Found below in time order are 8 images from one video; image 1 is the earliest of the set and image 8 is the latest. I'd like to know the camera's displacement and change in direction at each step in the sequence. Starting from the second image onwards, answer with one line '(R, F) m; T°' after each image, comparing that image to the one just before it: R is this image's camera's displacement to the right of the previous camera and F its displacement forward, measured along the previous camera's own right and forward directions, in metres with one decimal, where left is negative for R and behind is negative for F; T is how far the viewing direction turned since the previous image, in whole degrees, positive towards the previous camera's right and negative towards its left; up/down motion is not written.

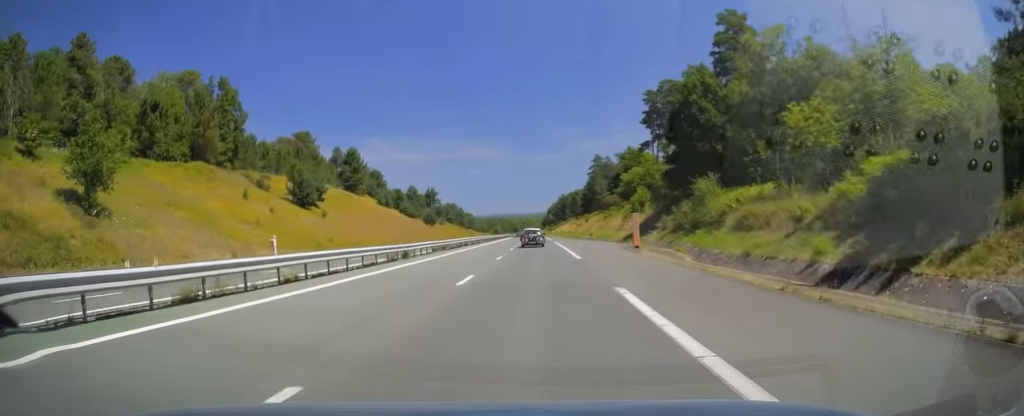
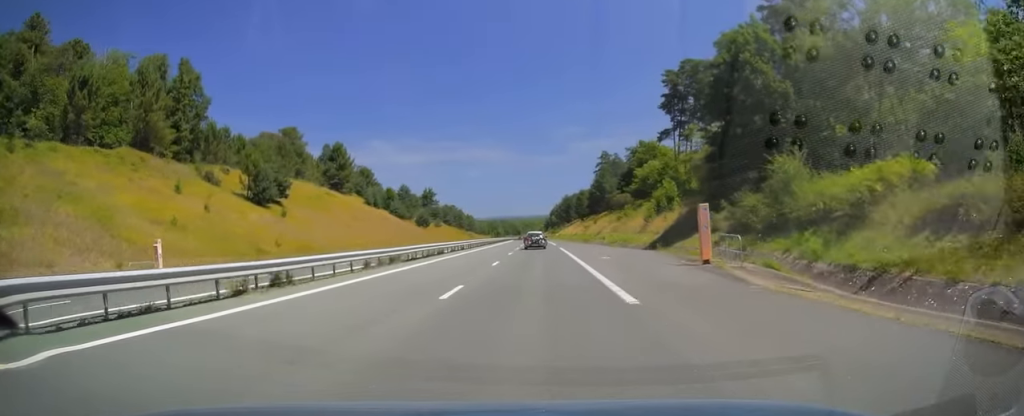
(+0.2, +15.5) m; 0°
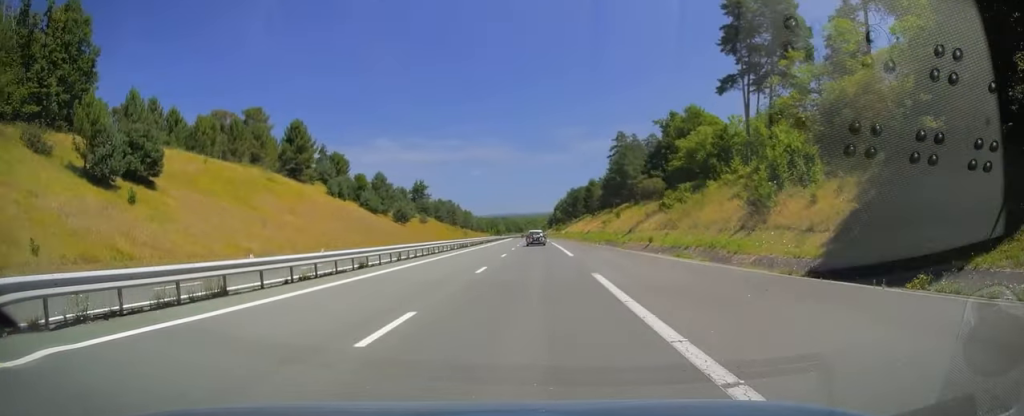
(-0.4, +31.6) m; -1°
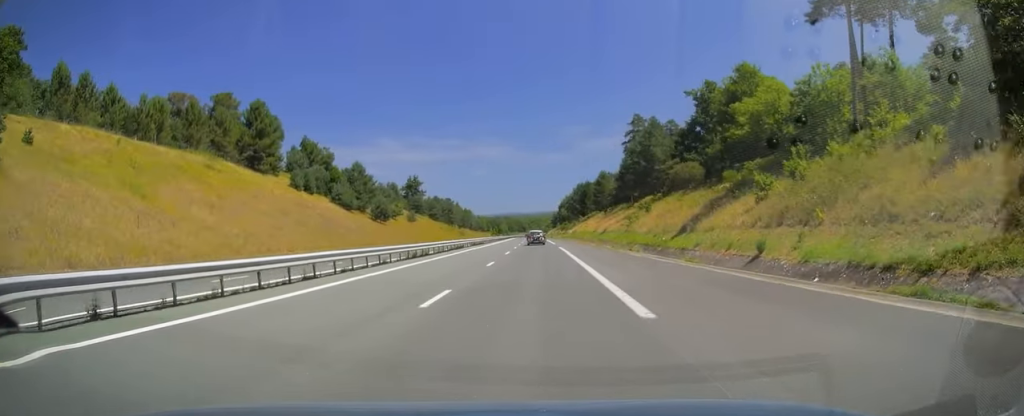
(0.0, +22.2) m; 0°
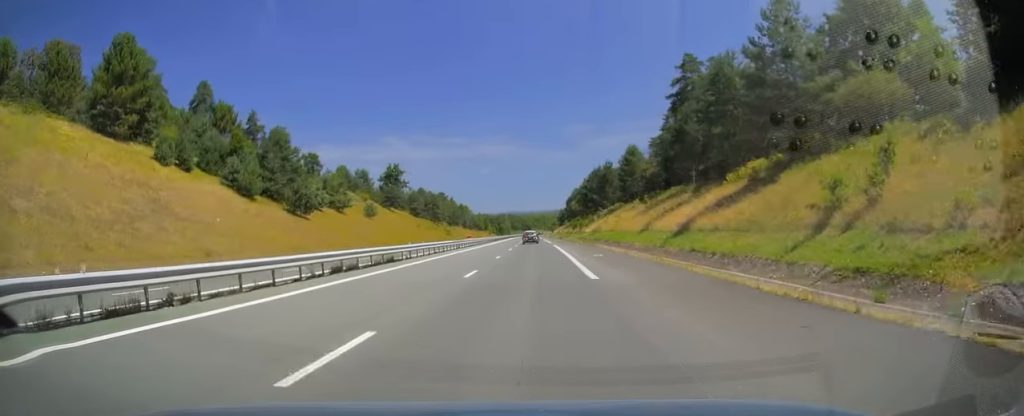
(0.0, +44.9) m; 0°
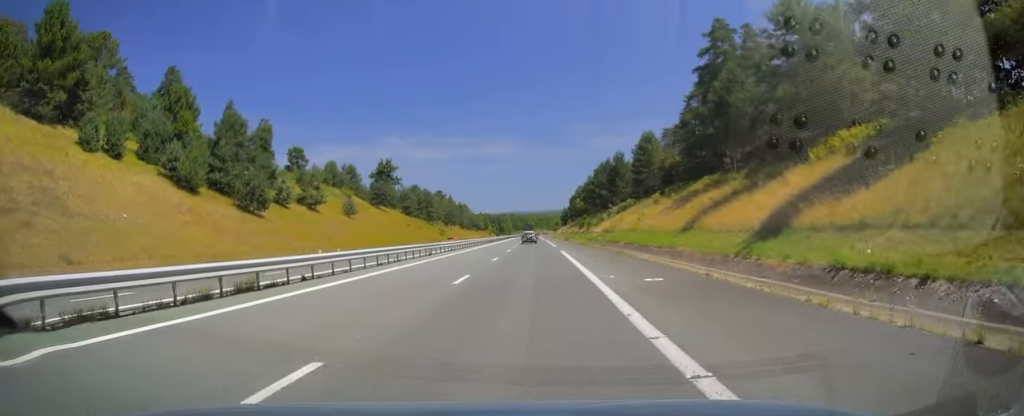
(-0.1, +15.0) m; 0°
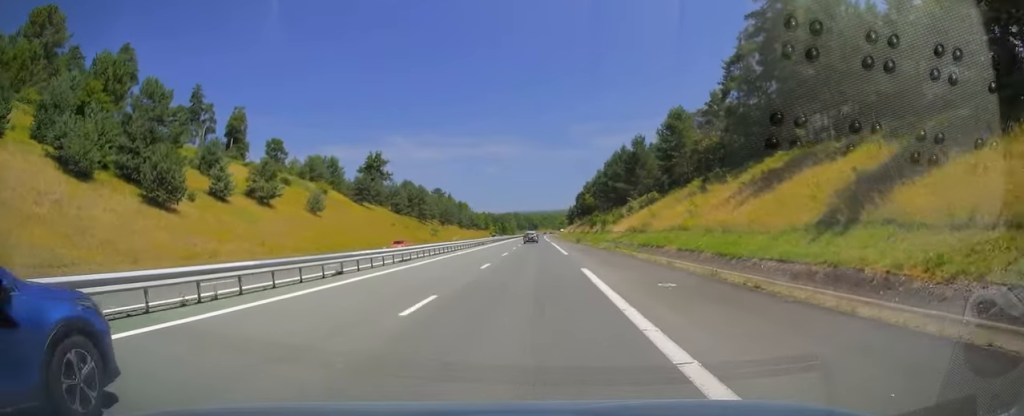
(-0.1, +19.1) m; 0°
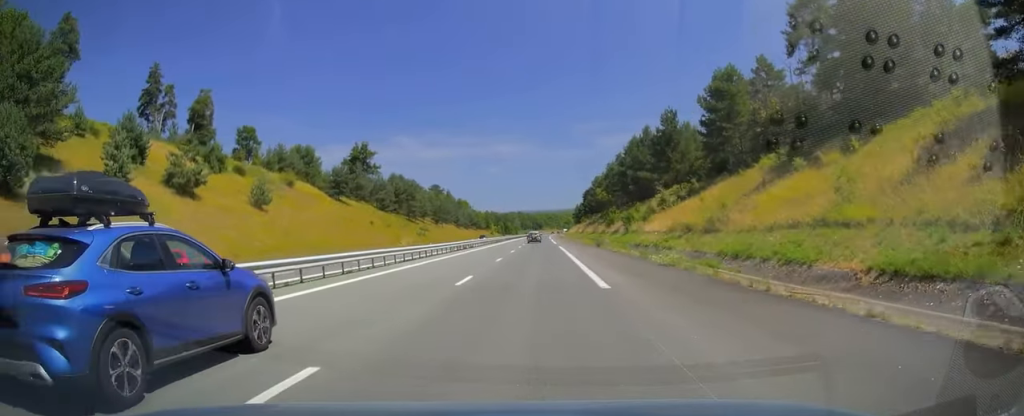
(0.0, +20.1) m; 0°
